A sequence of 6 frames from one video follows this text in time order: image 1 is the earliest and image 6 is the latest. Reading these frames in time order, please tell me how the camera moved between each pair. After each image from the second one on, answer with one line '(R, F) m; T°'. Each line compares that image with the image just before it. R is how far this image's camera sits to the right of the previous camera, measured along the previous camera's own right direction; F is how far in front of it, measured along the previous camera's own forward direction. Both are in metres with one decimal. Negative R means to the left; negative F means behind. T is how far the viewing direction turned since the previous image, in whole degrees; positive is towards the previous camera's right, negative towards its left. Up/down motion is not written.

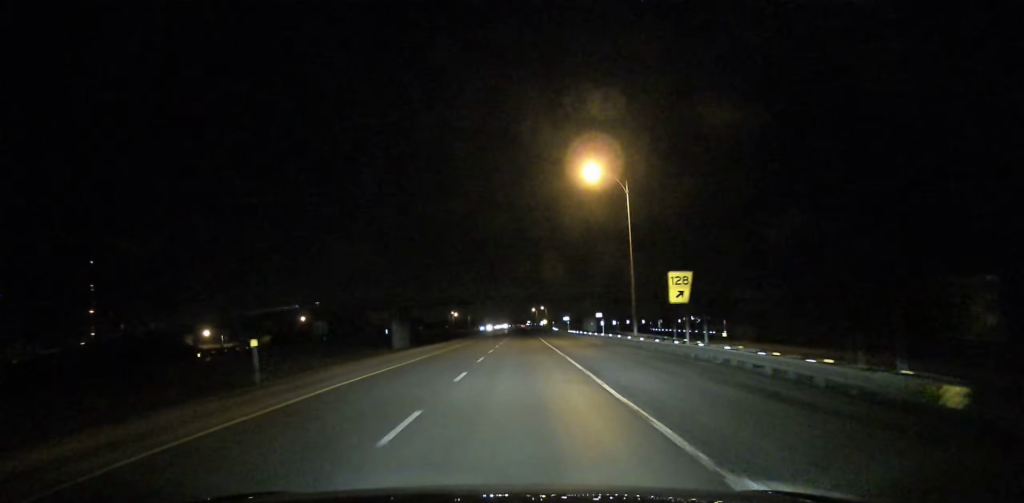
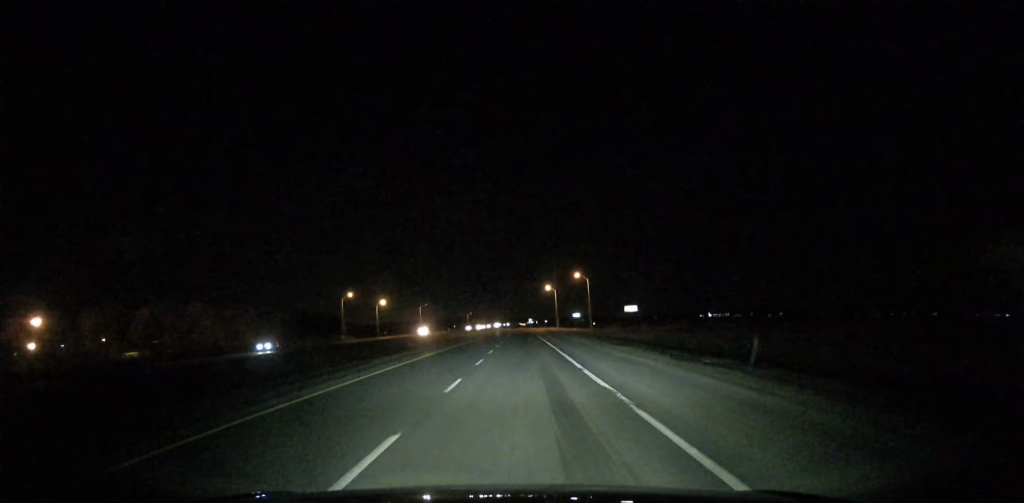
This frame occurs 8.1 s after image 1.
(+0.9, +277.7) m; 0°
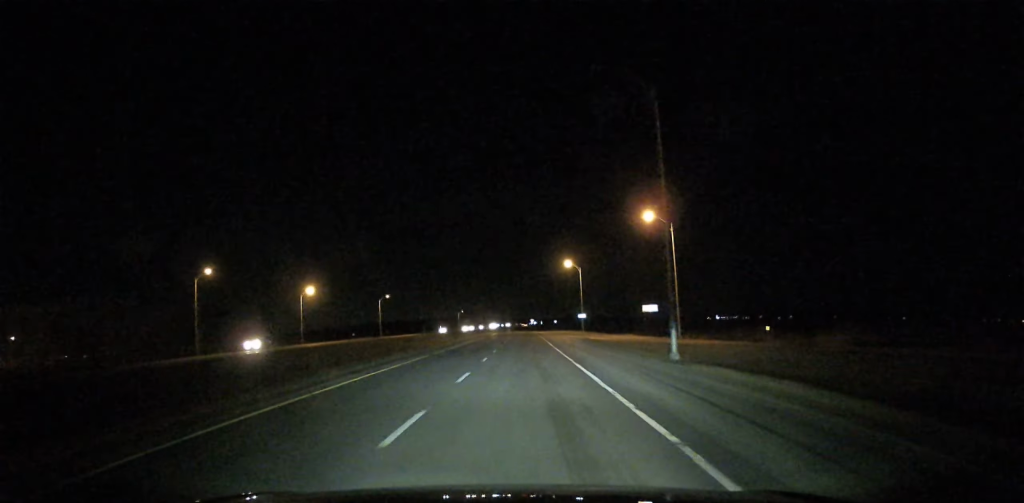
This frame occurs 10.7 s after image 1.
(0.0, +89.4) m; 0°
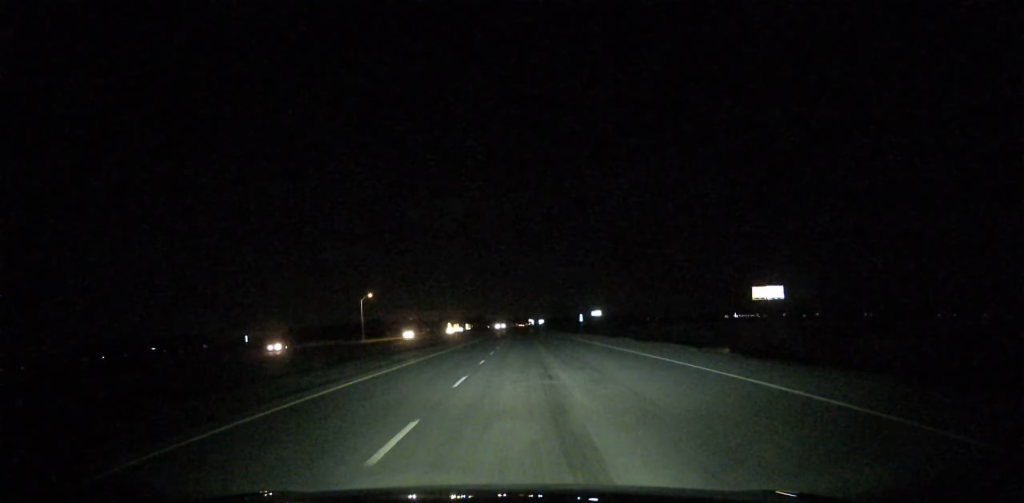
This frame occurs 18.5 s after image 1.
(+0.3, +277.3) m; 0°
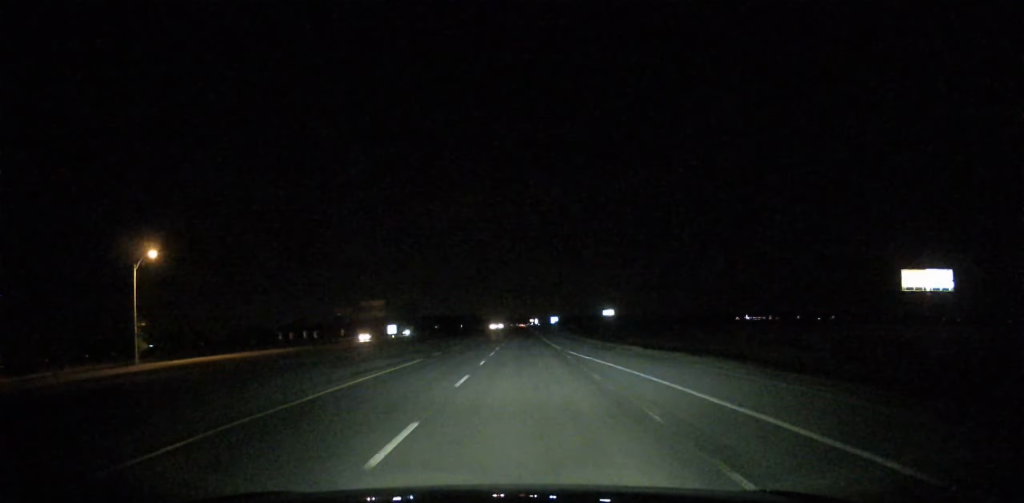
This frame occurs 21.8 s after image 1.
(-0.1, +120.8) m; 0°
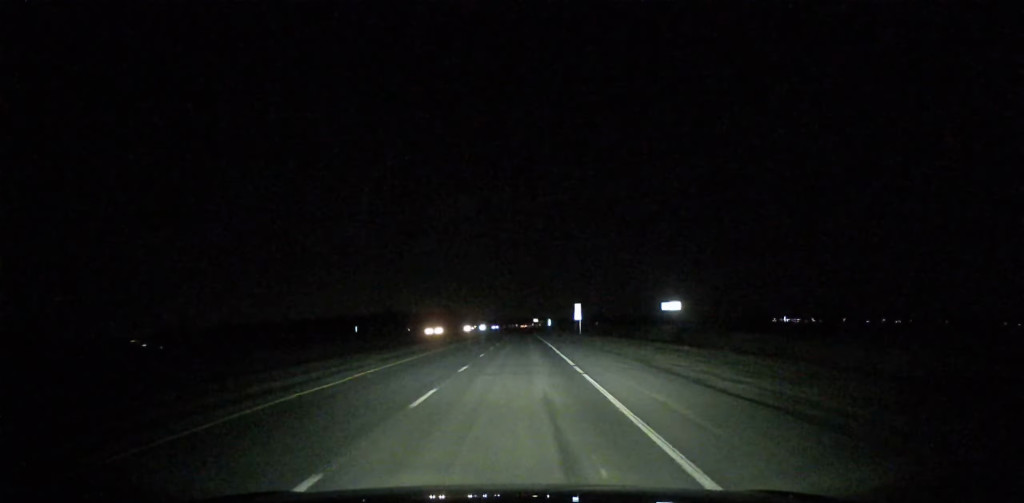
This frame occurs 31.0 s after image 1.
(-0.7, +330.7) m; 0°
